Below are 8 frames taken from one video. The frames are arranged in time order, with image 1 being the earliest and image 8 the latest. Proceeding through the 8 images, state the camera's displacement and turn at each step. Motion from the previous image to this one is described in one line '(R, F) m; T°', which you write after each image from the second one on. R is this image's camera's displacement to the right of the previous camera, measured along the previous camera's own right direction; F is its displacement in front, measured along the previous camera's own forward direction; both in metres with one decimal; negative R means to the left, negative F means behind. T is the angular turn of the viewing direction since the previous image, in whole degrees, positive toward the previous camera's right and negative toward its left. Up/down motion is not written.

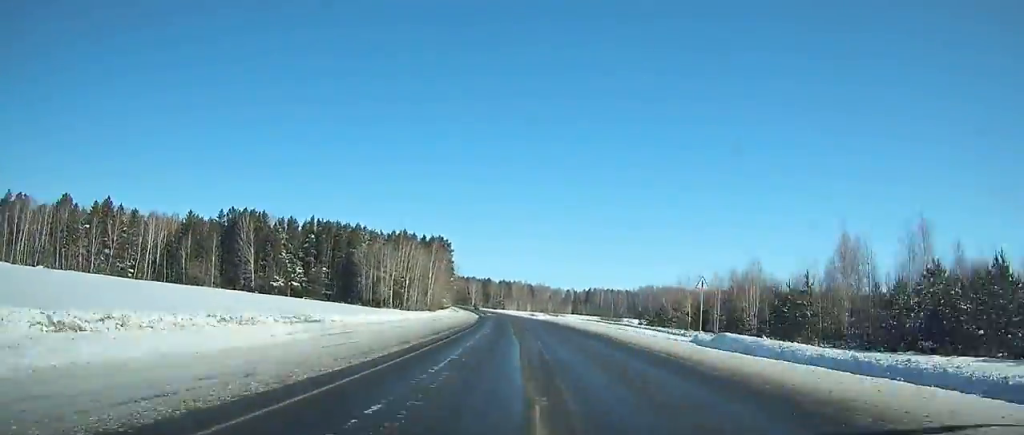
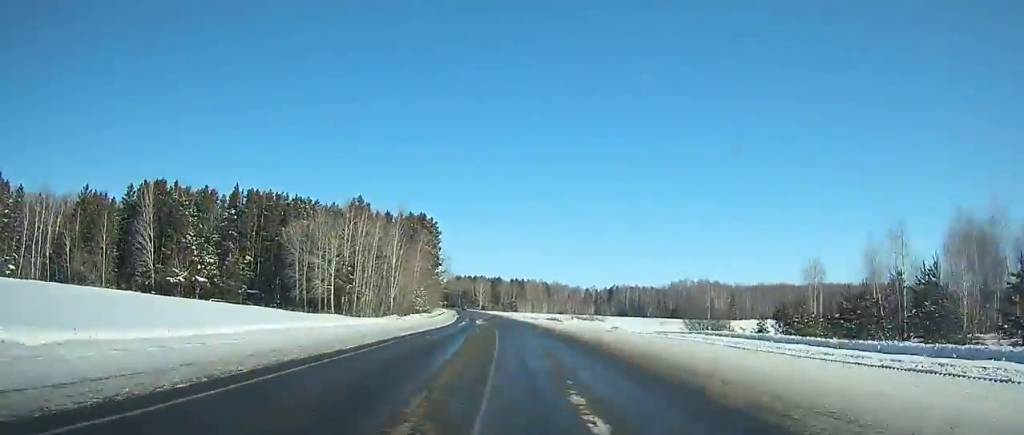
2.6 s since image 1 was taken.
(-0.6, +55.7) m; -2°
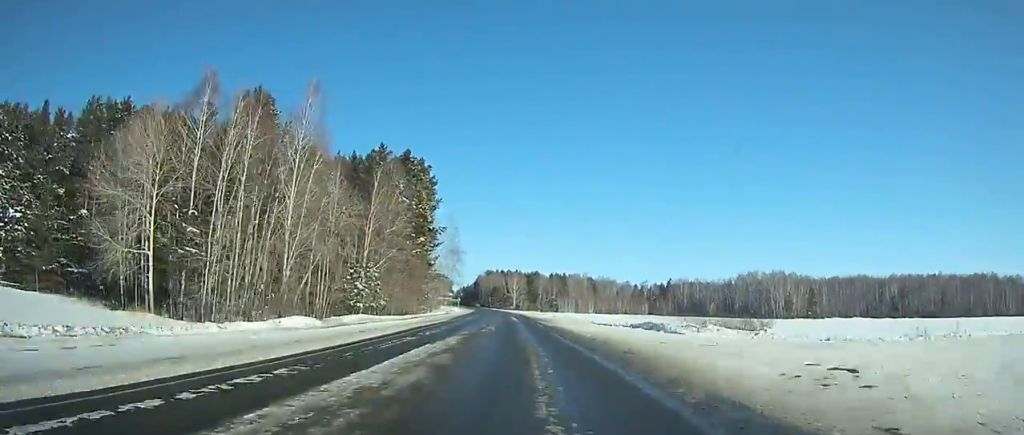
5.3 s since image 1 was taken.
(-1.3, +57.8) m; -3°
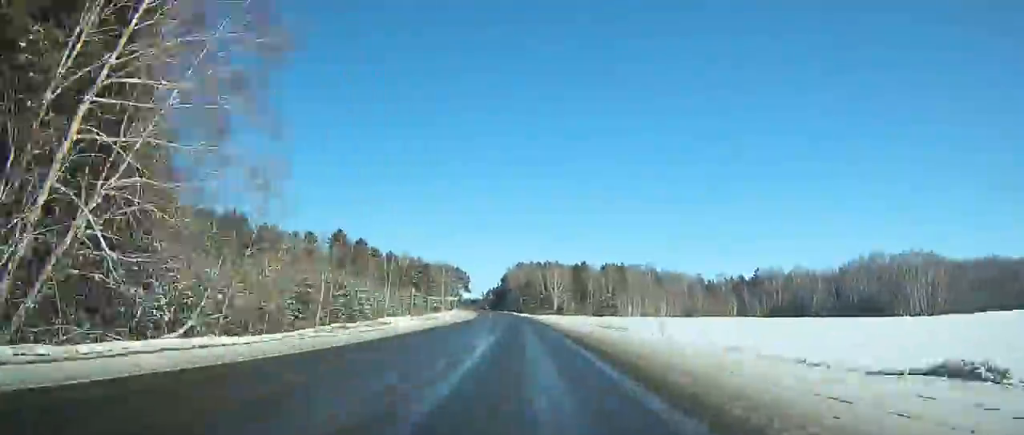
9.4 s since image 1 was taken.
(-3.6, +87.9) m; -4°
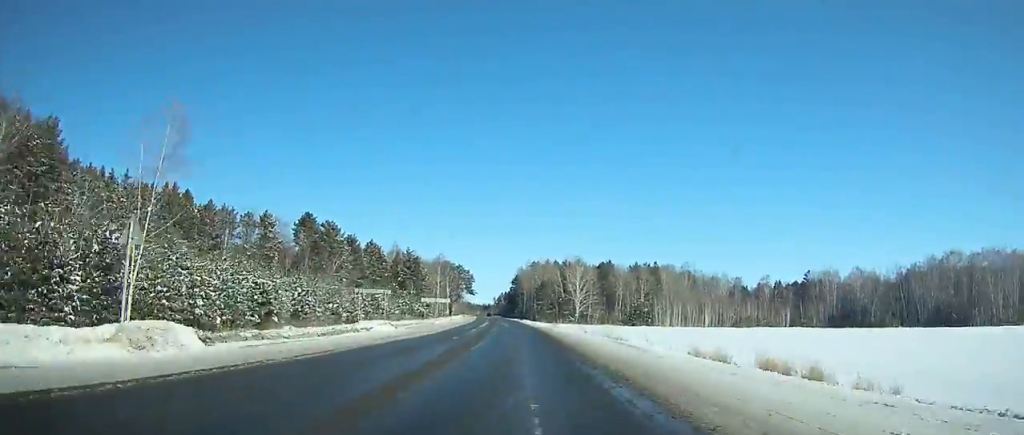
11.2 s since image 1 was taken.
(-0.5, +38.7) m; -1°
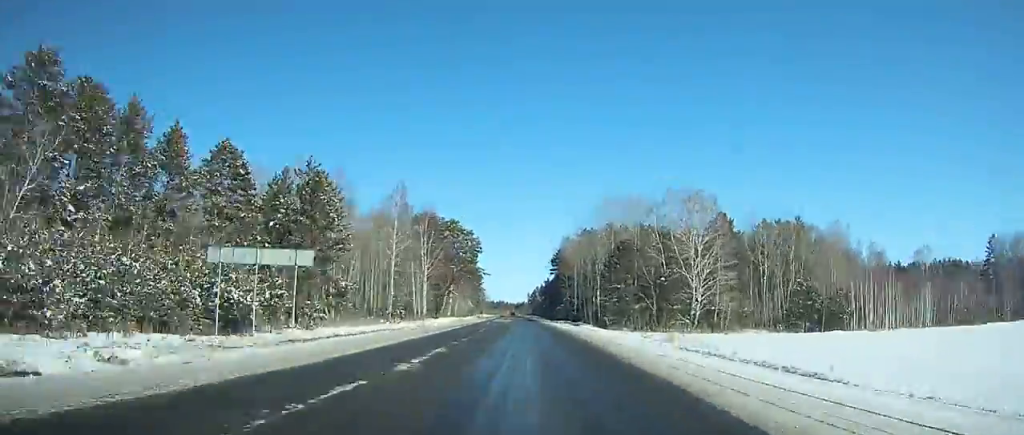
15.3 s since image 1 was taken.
(-2.5, +88.0) m; -3°
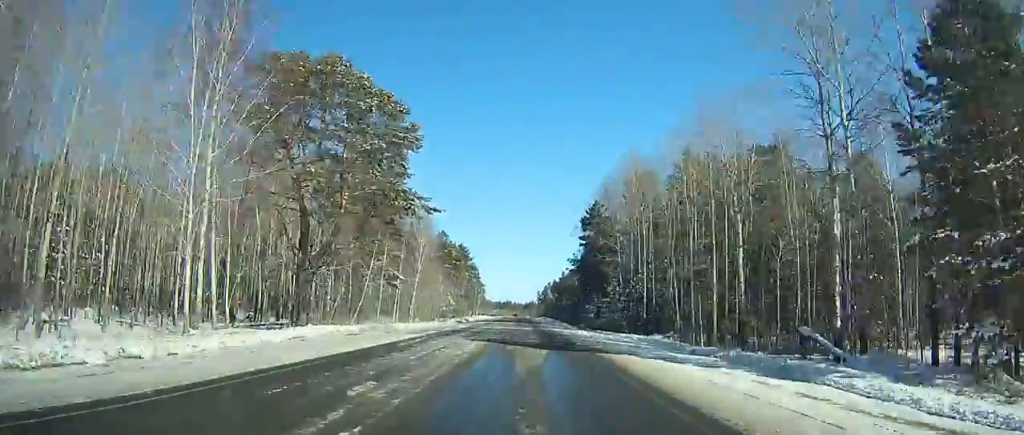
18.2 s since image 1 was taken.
(-0.7, +62.4) m; -1°
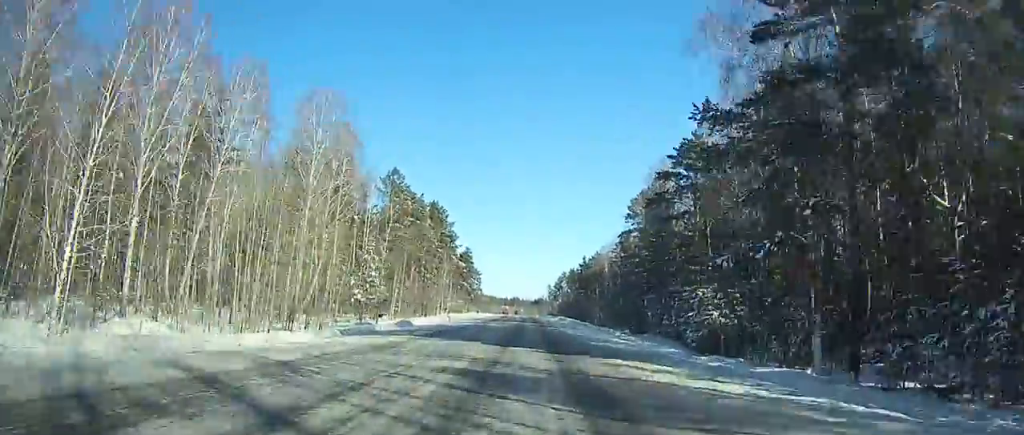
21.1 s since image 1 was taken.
(-0.3, +63.4) m; -10°
